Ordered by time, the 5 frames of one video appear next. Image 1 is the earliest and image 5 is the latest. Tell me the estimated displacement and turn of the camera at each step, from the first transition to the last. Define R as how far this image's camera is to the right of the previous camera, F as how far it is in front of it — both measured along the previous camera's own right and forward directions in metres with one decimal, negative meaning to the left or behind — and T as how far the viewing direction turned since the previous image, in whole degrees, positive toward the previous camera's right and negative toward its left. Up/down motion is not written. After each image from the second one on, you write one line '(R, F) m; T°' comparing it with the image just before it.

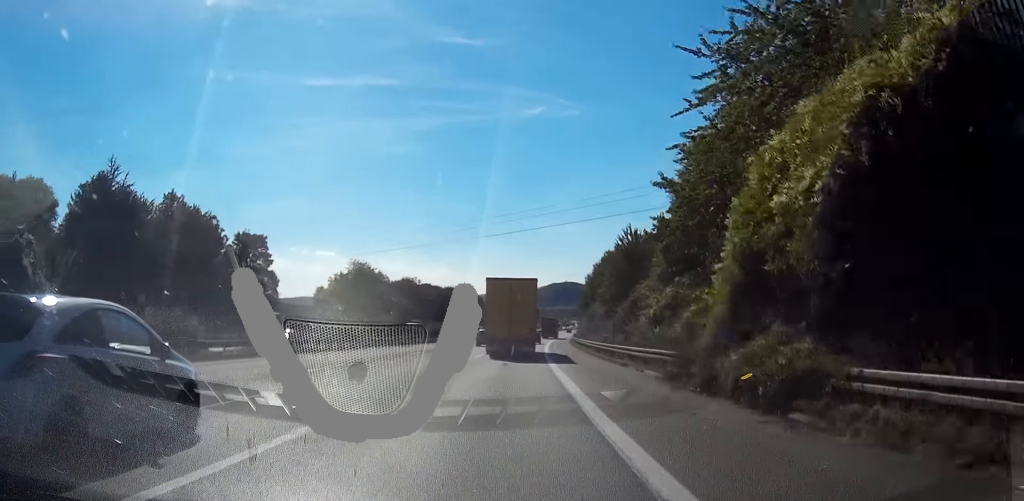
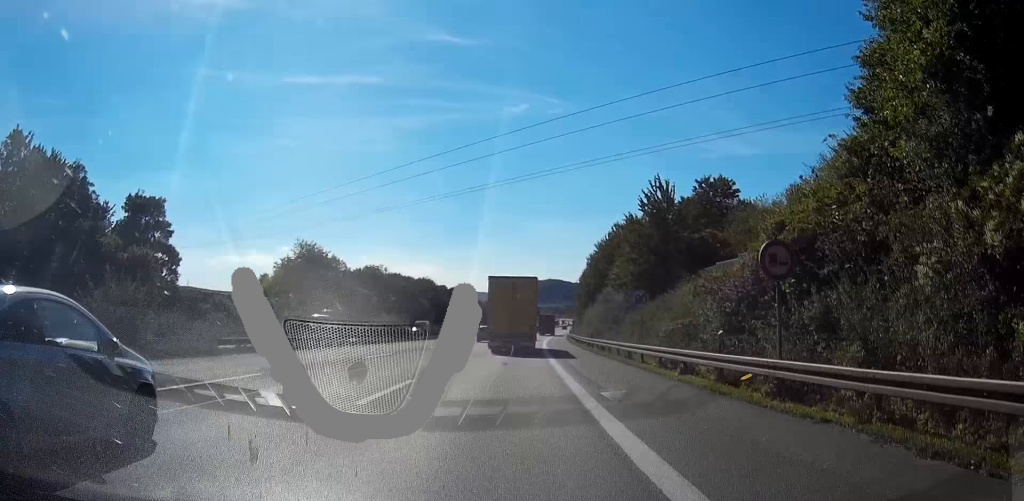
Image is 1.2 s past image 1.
(+0.2, +29.1) m; +1°
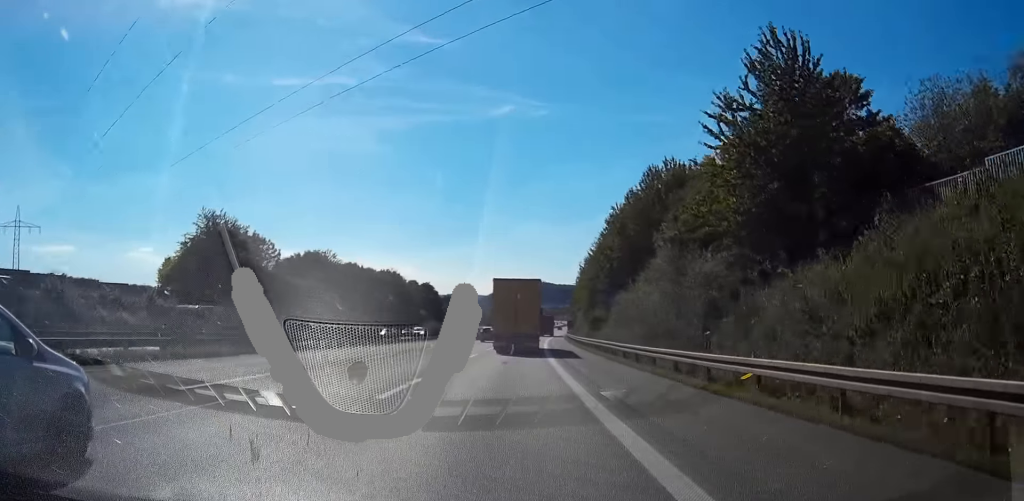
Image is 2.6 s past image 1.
(+0.3, +35.8) m; +1°
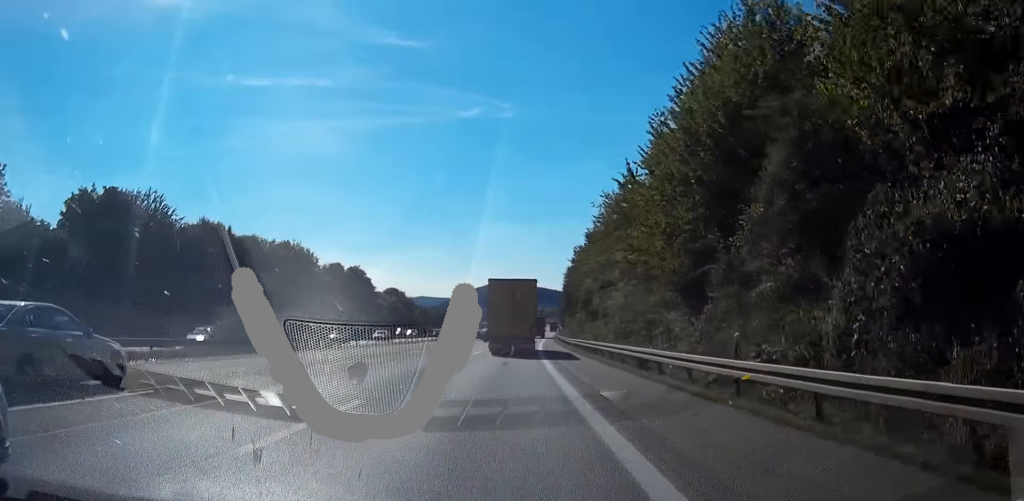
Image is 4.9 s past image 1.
(+0.9, +61.1) m; +1°
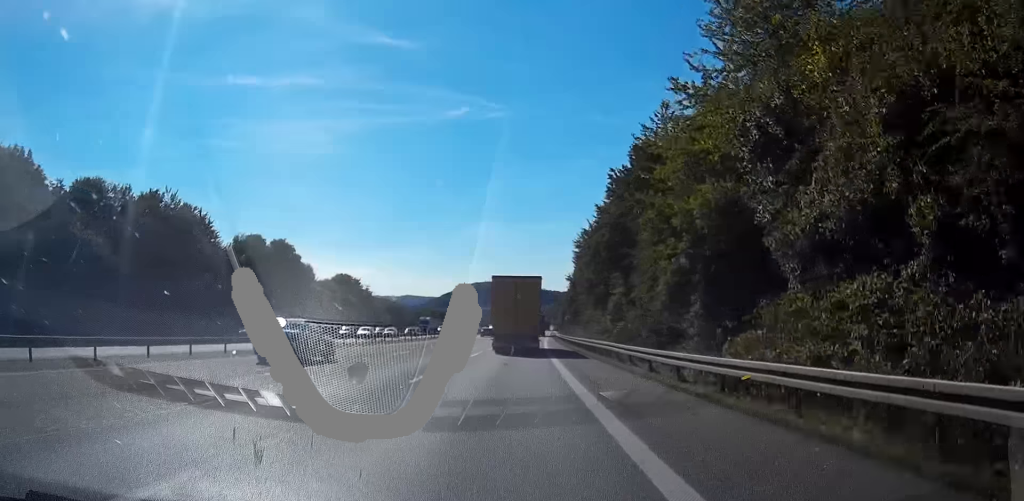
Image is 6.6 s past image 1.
(+0.5, +43.7) m; +1°
